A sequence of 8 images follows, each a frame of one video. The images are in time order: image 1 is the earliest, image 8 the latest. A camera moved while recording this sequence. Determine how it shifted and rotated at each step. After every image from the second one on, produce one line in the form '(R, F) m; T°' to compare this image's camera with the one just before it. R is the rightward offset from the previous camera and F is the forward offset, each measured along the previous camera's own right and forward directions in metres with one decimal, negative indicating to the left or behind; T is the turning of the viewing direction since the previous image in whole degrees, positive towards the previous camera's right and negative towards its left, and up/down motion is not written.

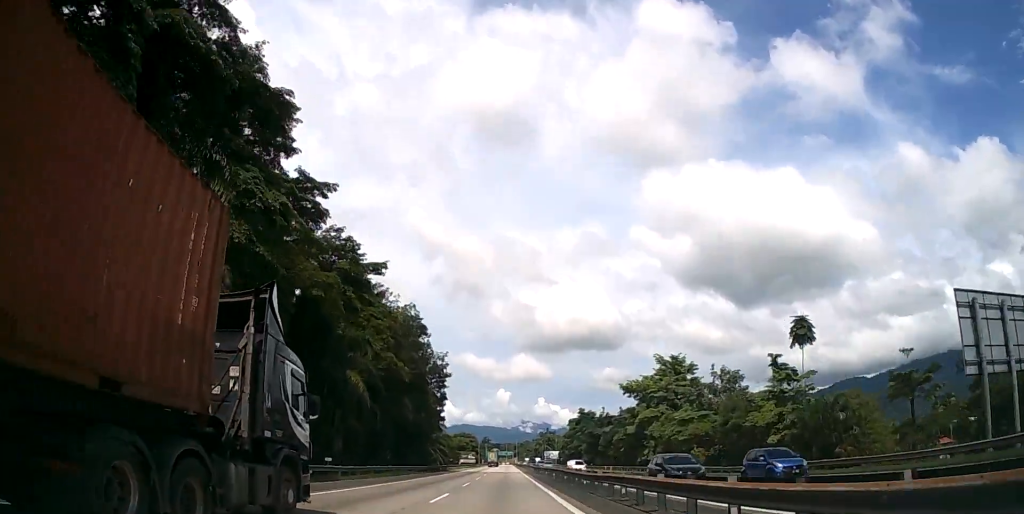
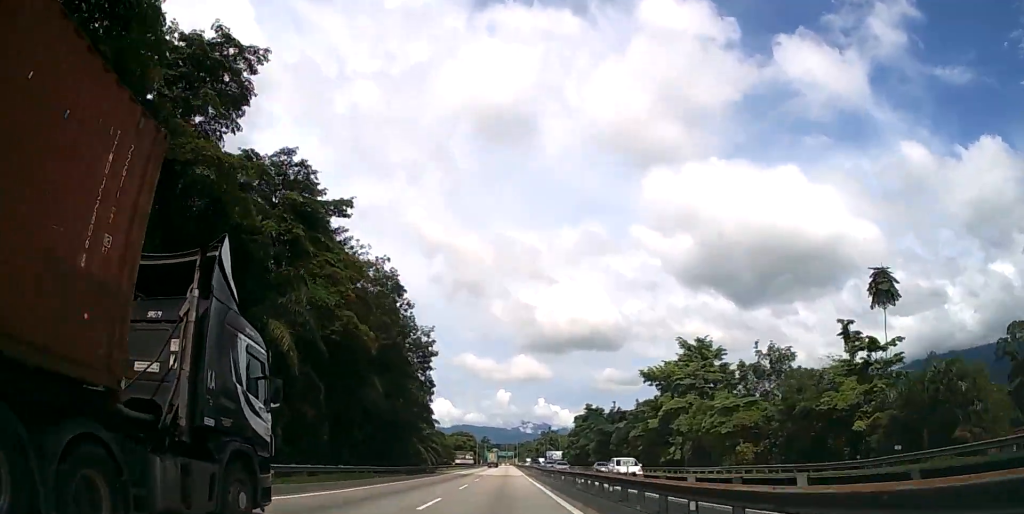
(0.0, +14.2) m; 0°
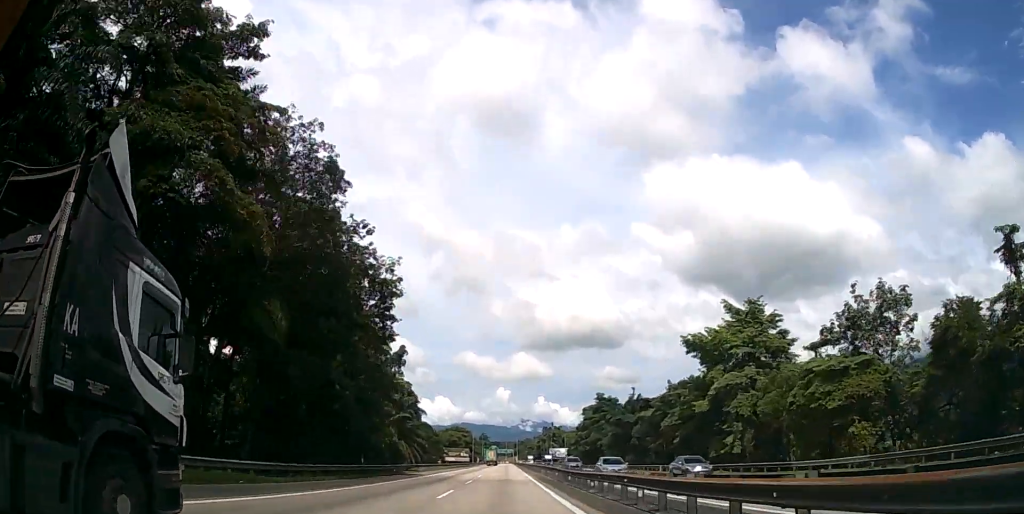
(0.0, +20.1) m; 0°
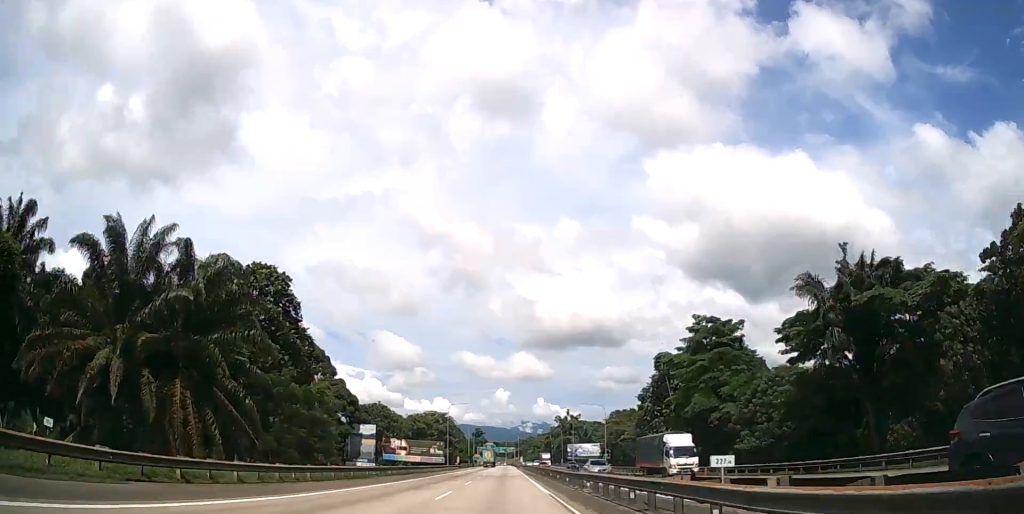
(-0.1, +72.1) m; 0°
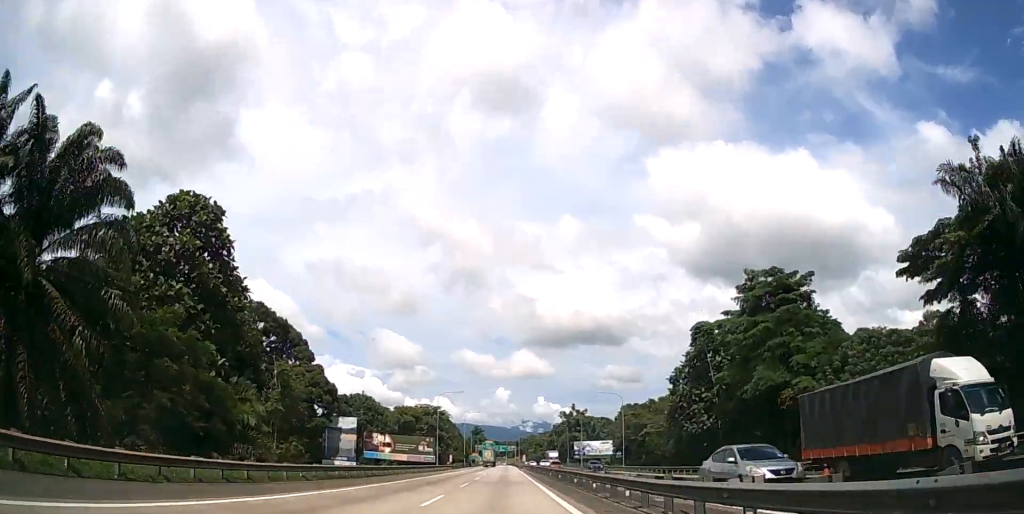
(0.0, +15.3) m; 0°
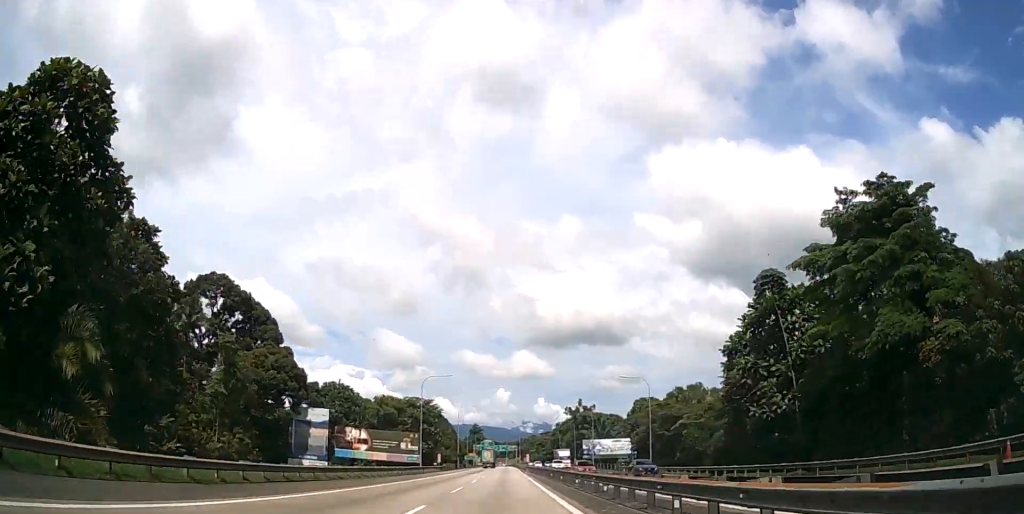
(0.0, +16.4) m; 0°
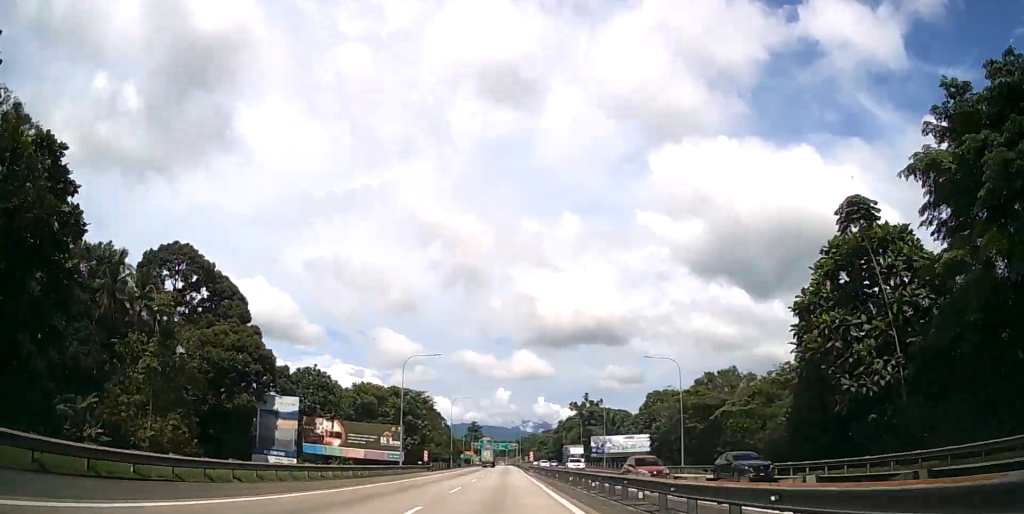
(0.0, +12.9) m; 0°
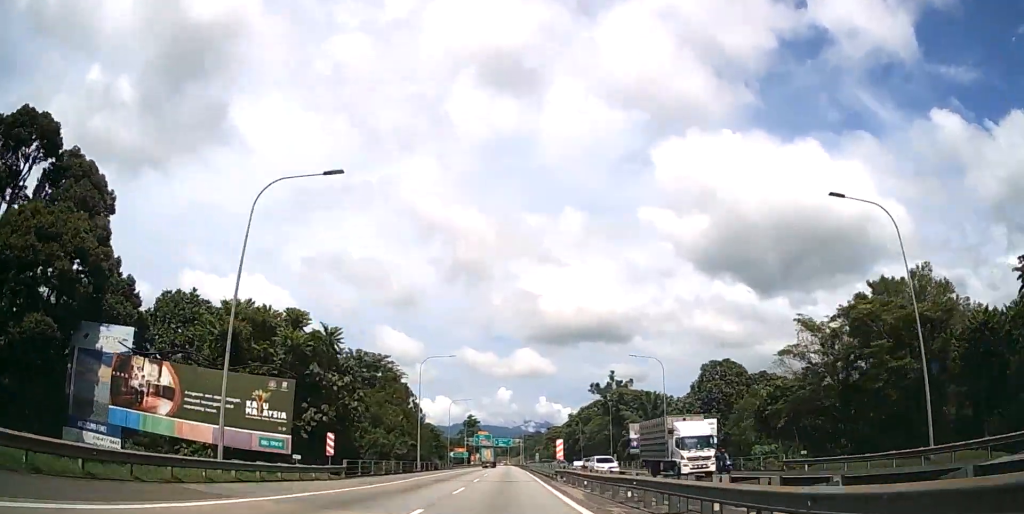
(0.0, +36.5) m; 0°
